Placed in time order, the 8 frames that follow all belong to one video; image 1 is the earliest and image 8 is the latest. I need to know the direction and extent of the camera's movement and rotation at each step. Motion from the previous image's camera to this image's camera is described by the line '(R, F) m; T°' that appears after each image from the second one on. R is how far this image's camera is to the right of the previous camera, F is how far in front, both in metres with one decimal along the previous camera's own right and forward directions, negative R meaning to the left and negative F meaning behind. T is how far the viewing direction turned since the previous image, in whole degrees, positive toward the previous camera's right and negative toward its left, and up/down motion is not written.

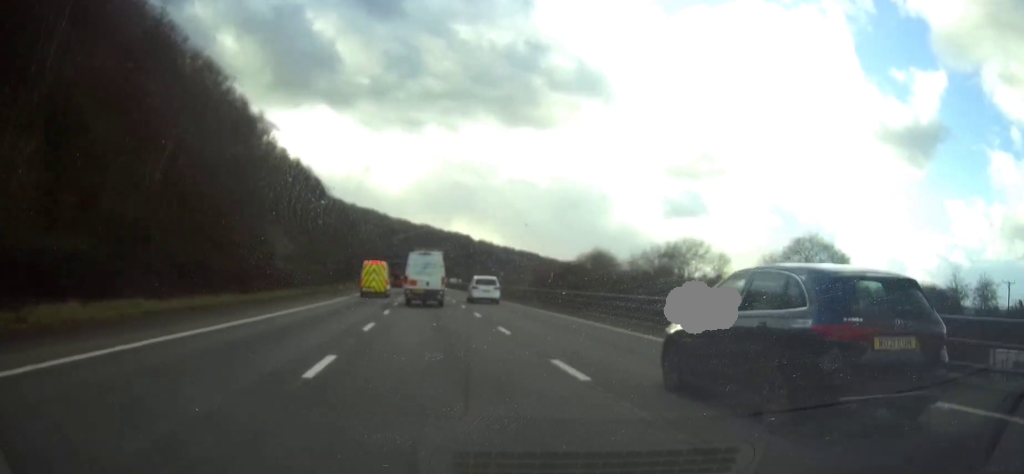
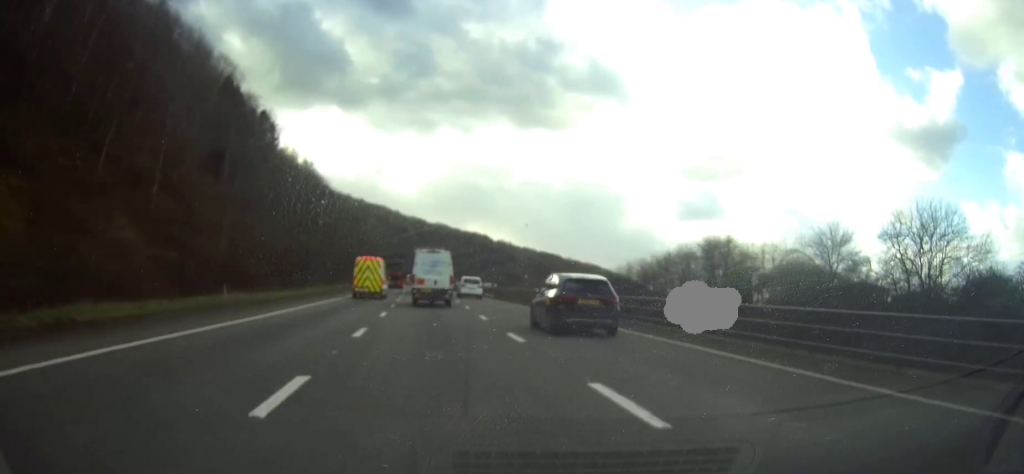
(-0.9, +59.6) m; -1°
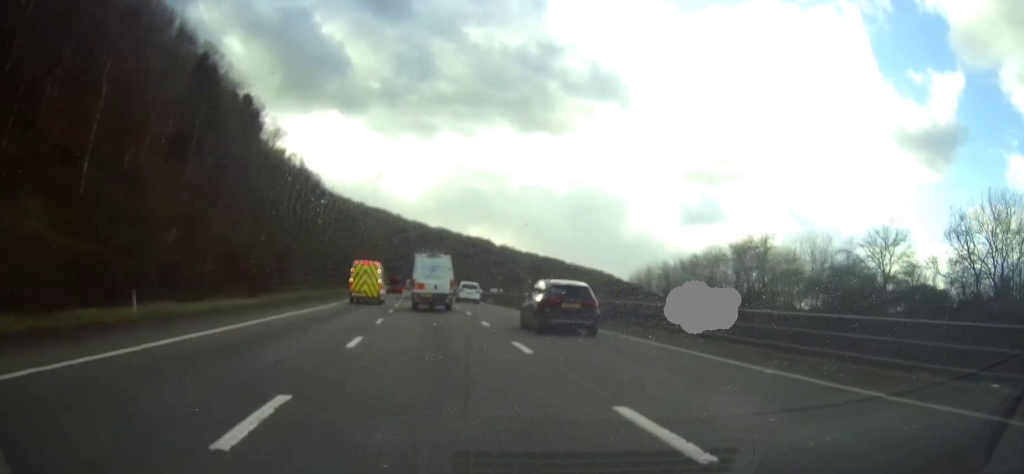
(0.0, +10.5) m; 0°
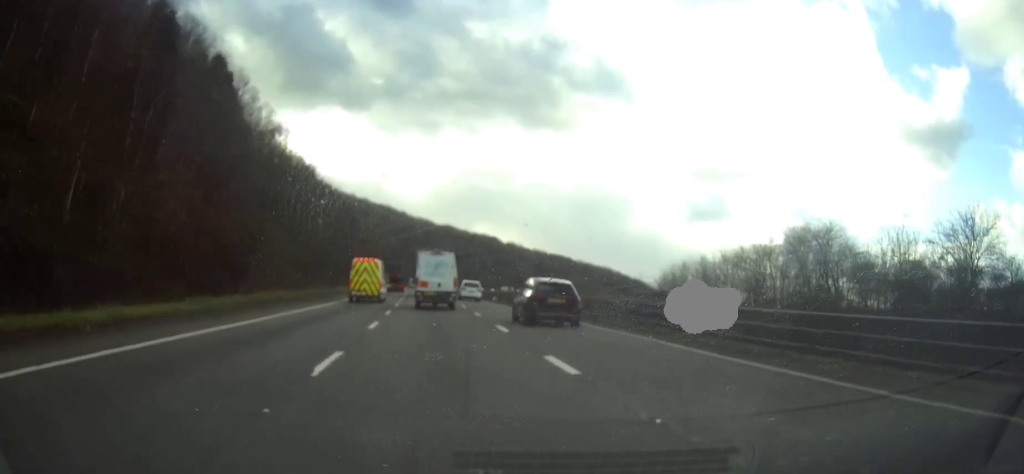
(-0.1, +13.7) m; 0°
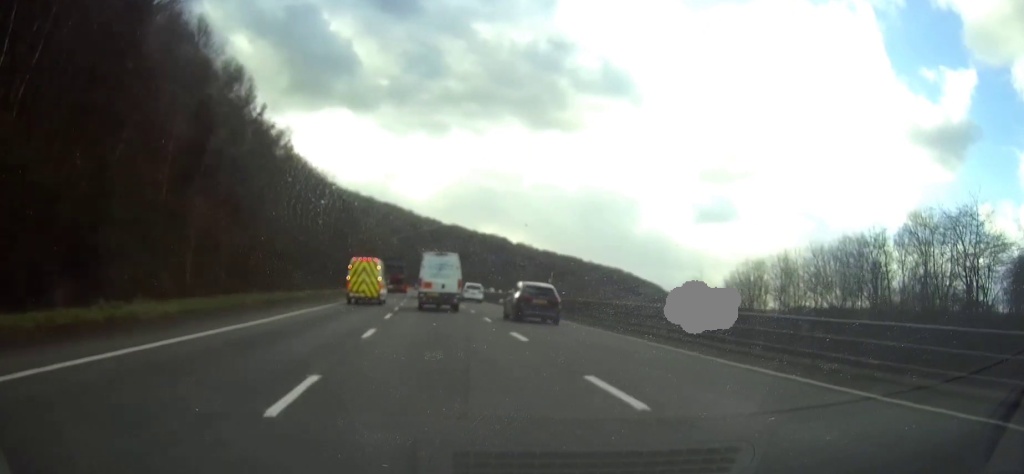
(-0.1, +21.6) m; -1°
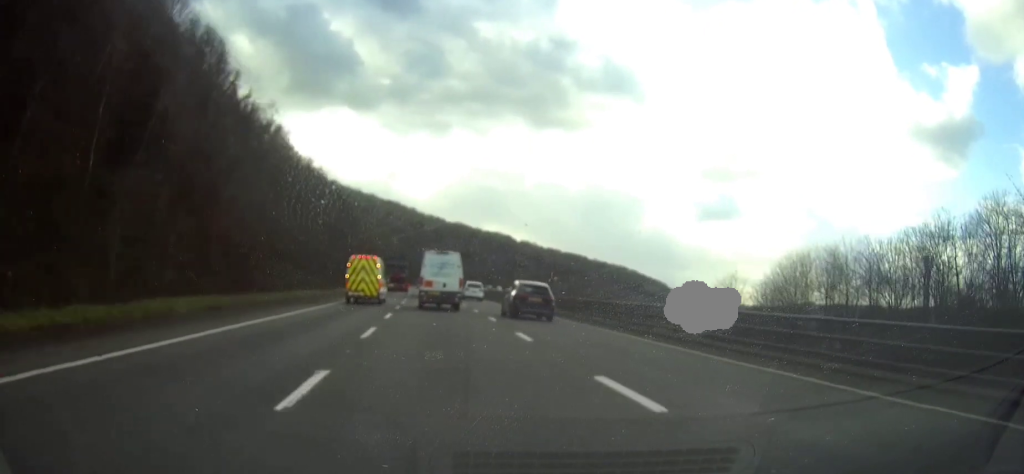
(0.0, +9.6) m; 0°
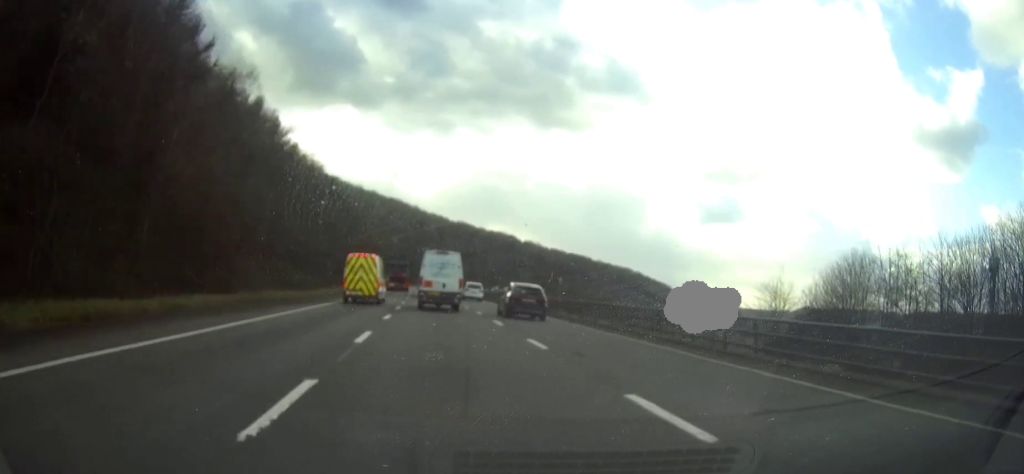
(0.0, +10.4) m; 0°
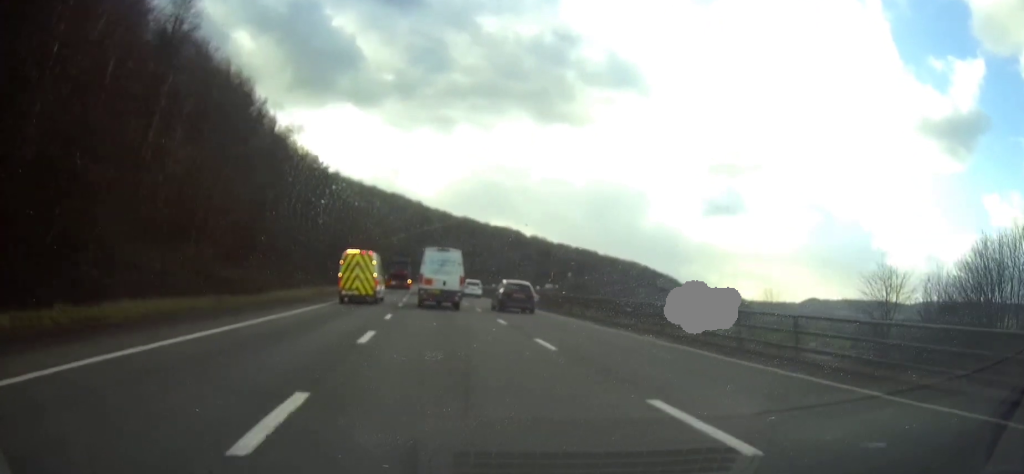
(-0.1, +18.3) m; 0°
